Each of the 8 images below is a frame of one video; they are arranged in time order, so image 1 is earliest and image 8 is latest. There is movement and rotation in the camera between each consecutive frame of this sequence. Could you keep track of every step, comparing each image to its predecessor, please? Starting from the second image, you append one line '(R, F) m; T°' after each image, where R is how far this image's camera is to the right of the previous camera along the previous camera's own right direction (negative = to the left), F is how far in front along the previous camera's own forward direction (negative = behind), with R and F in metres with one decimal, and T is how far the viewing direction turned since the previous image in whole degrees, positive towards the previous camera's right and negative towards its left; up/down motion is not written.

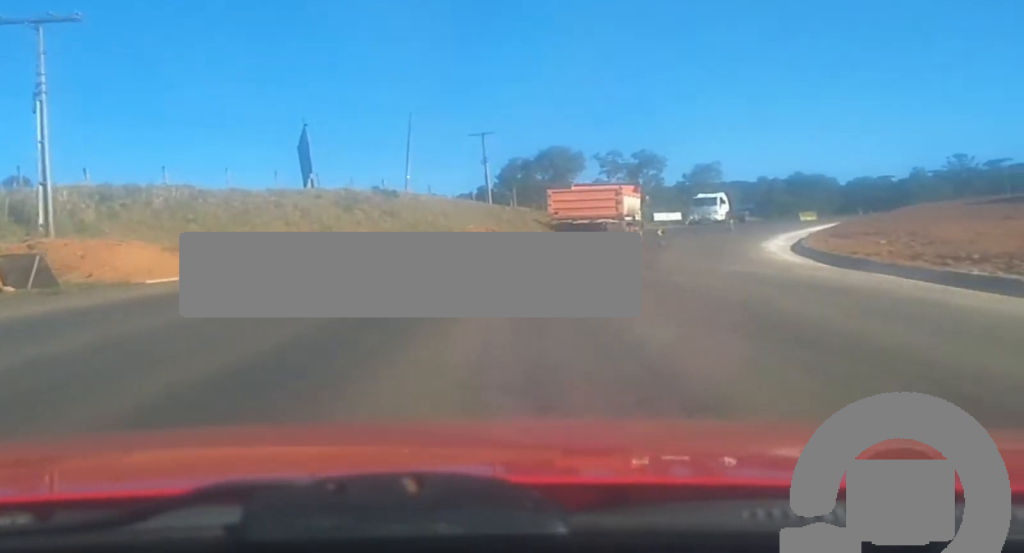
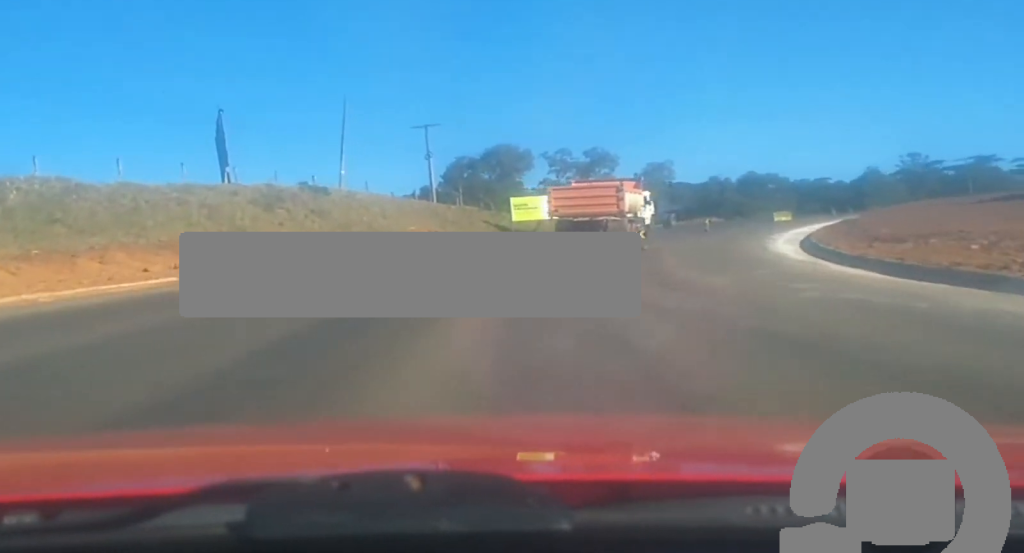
(+0.6, +8.6) m; +3°
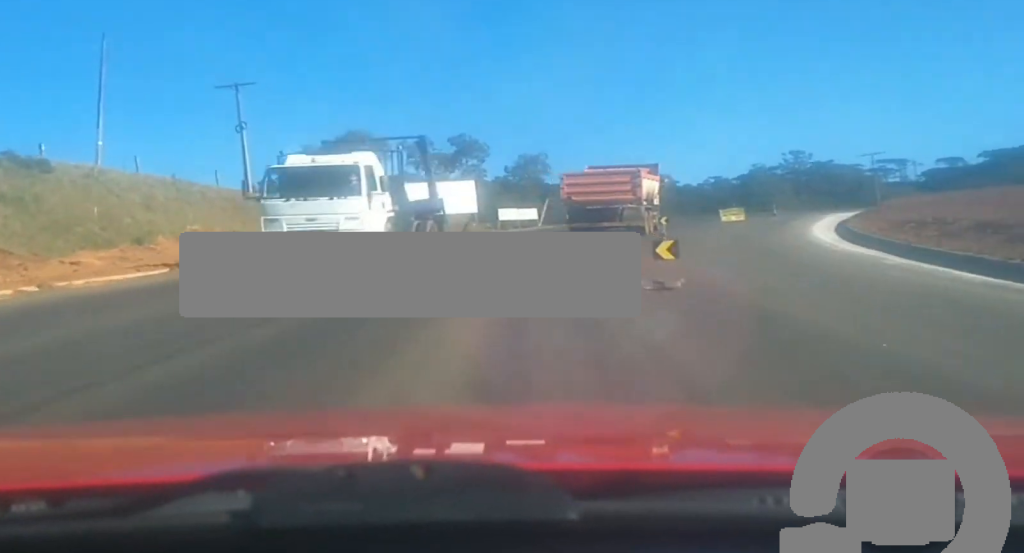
(+1.2, +22.2) m; +7°
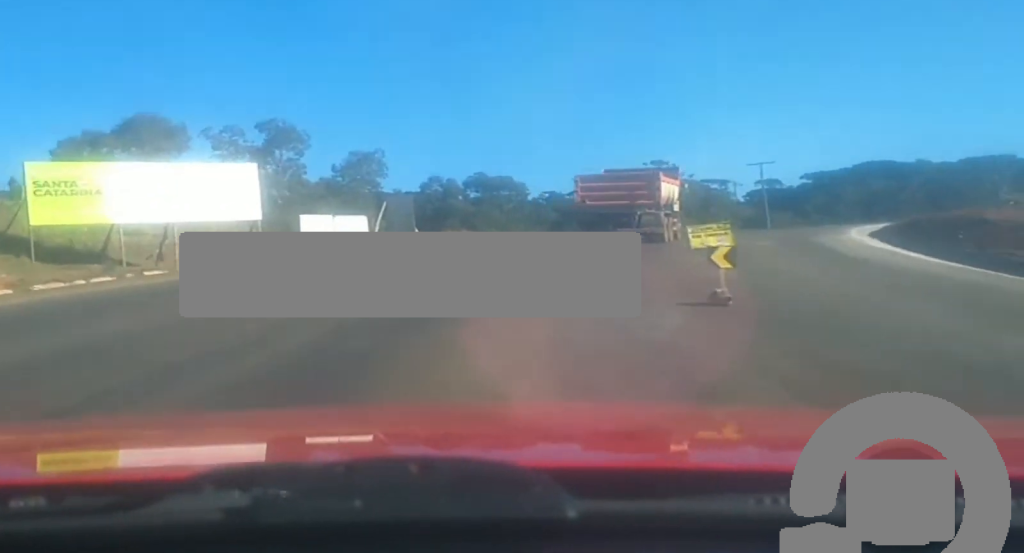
(+1.8, +23.8) m; +7°
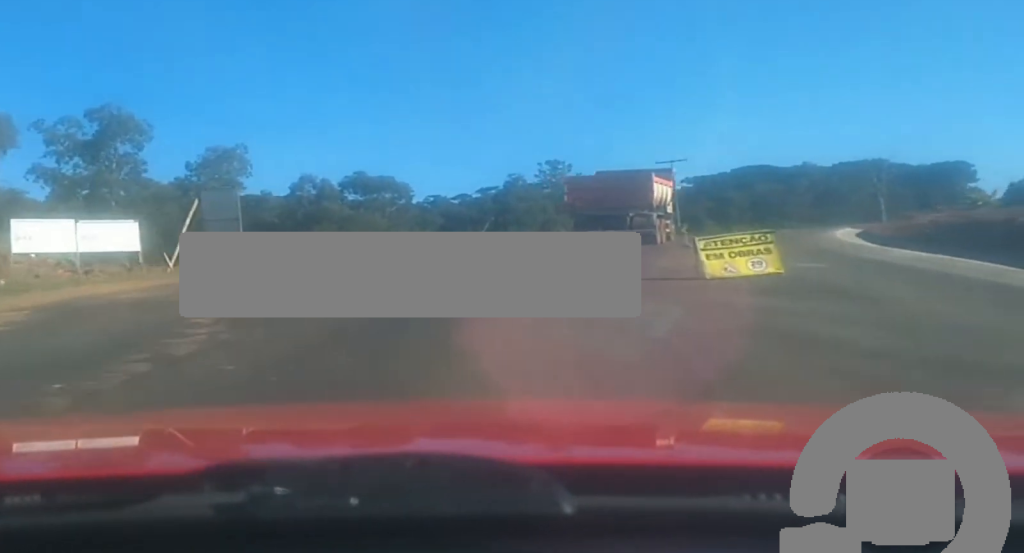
(+0.5, +13.3) m; +5°
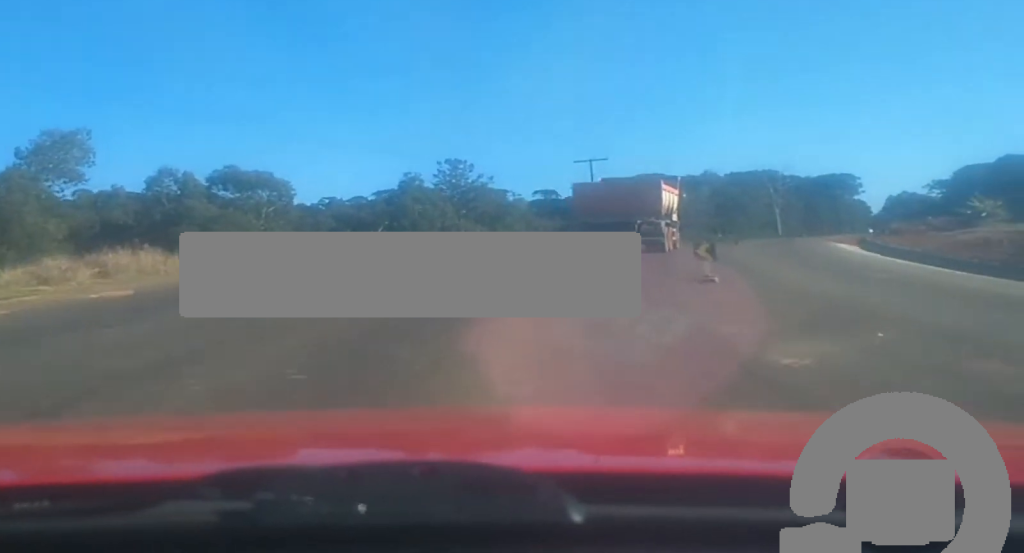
(+0.8, +14.1) m; +6°
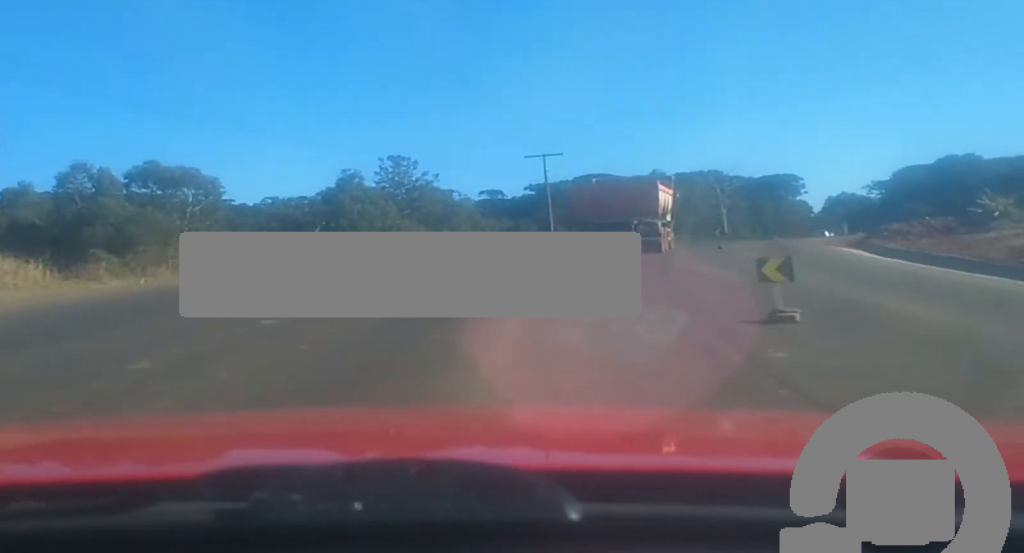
(0.0, +6.8) m; +3°
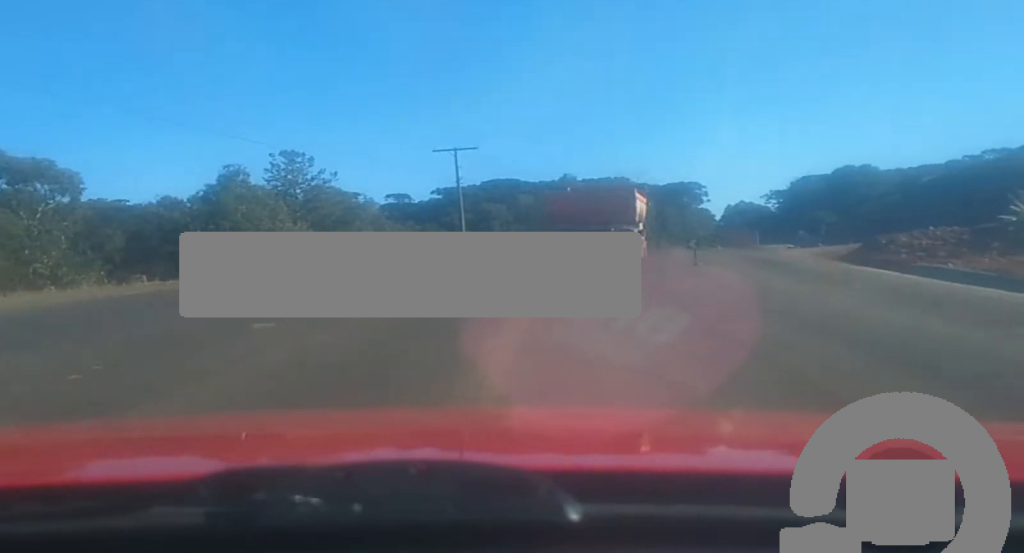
(+0.6, +10.4) m; +5°
